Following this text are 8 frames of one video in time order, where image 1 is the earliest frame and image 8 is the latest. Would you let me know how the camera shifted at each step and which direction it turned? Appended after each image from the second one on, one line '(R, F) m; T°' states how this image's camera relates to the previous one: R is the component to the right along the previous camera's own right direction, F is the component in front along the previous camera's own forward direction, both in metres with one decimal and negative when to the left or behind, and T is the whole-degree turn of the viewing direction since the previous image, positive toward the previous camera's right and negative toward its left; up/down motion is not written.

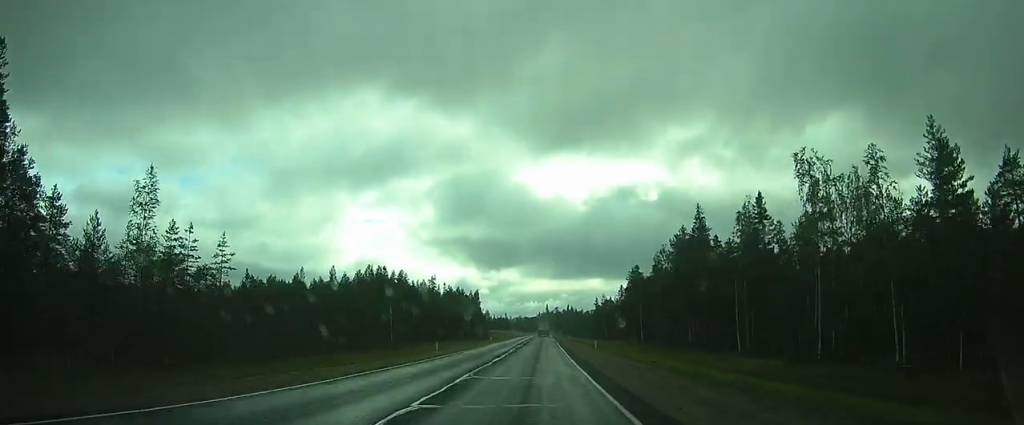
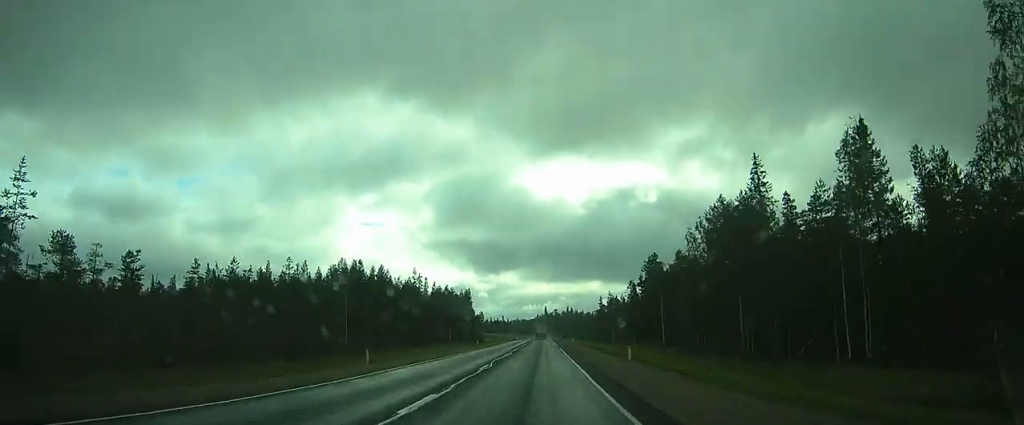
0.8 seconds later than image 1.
(0.0, +19.7) m; 0°
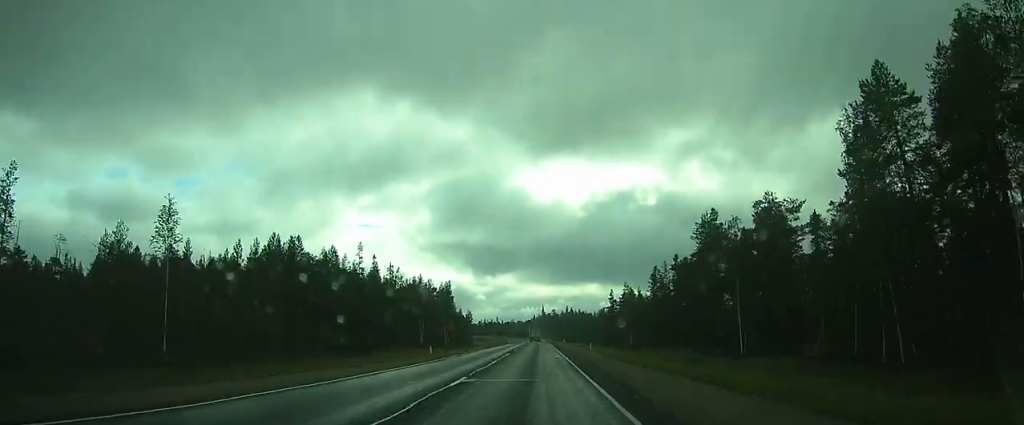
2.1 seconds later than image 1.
(+0.2, +33.0) m; 0°
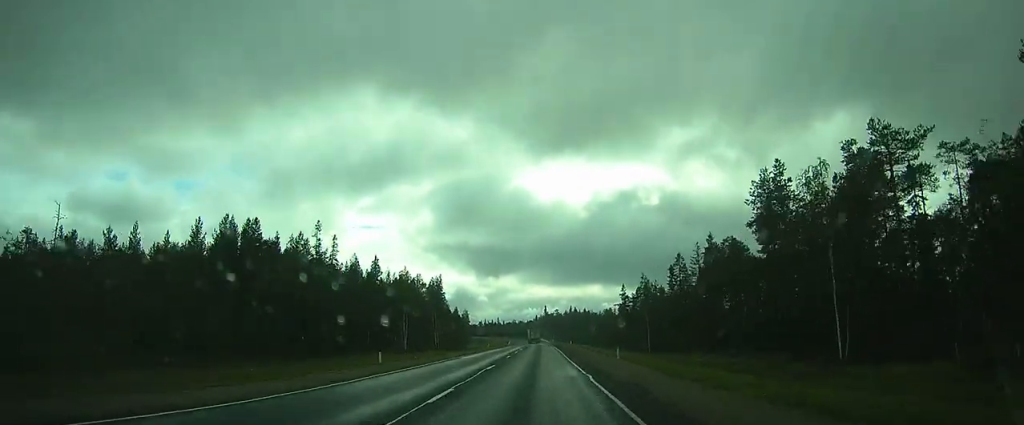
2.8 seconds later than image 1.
(0.0, +16.1) m; 0°
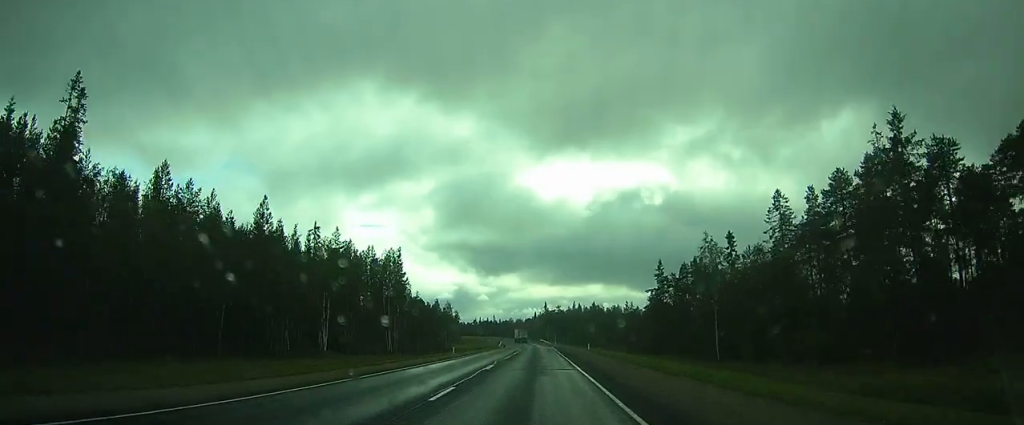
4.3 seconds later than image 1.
(0.0, +37.3) m; 0°
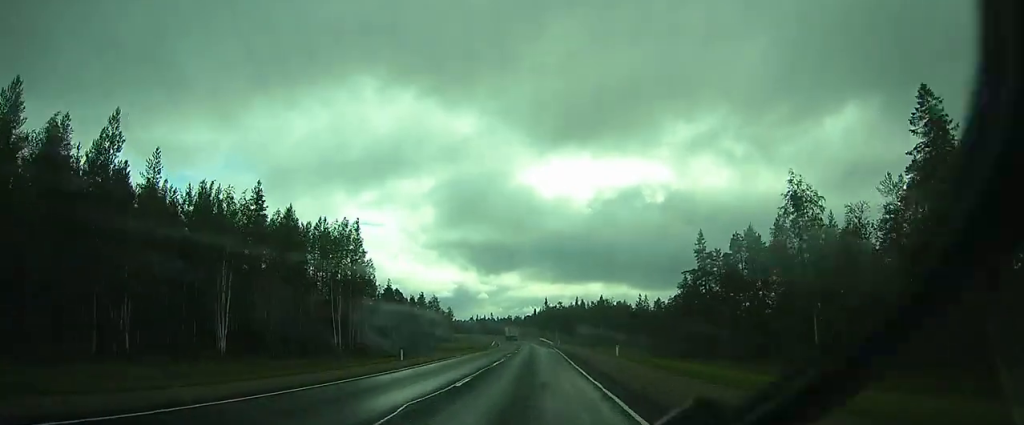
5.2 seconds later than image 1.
(0.0, +21.3) m; 0°
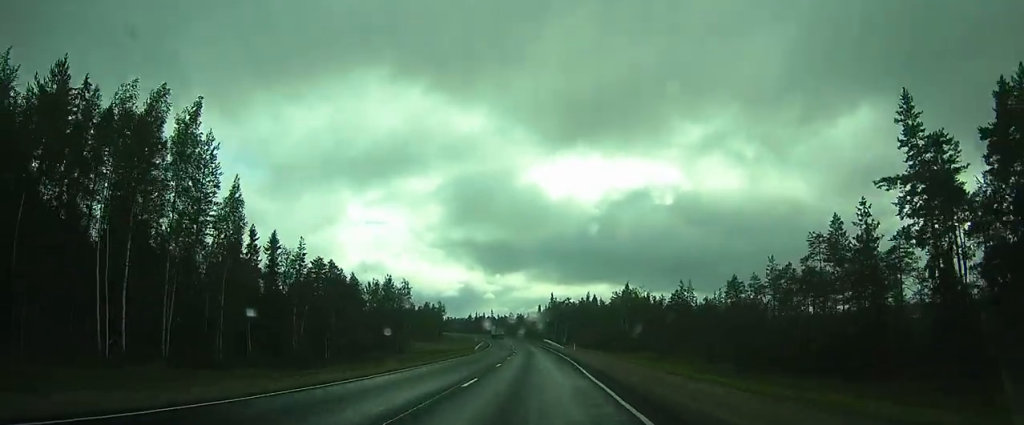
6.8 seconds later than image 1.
(0.0, +36.5) m; 0°
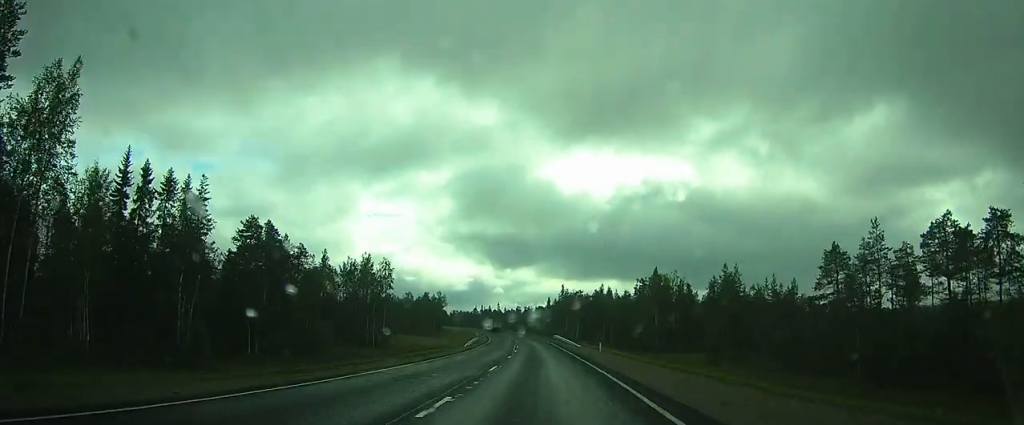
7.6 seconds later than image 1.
(0.0, +19.8) m; 0°
